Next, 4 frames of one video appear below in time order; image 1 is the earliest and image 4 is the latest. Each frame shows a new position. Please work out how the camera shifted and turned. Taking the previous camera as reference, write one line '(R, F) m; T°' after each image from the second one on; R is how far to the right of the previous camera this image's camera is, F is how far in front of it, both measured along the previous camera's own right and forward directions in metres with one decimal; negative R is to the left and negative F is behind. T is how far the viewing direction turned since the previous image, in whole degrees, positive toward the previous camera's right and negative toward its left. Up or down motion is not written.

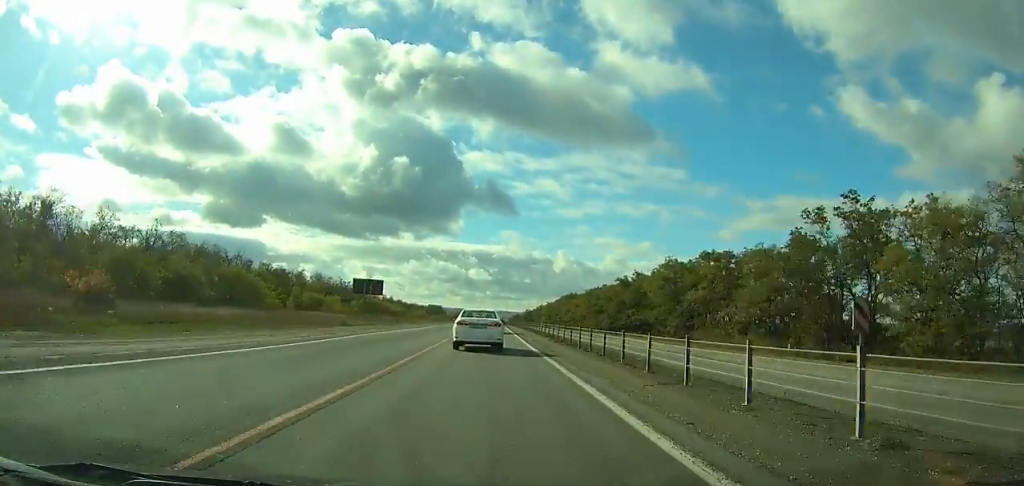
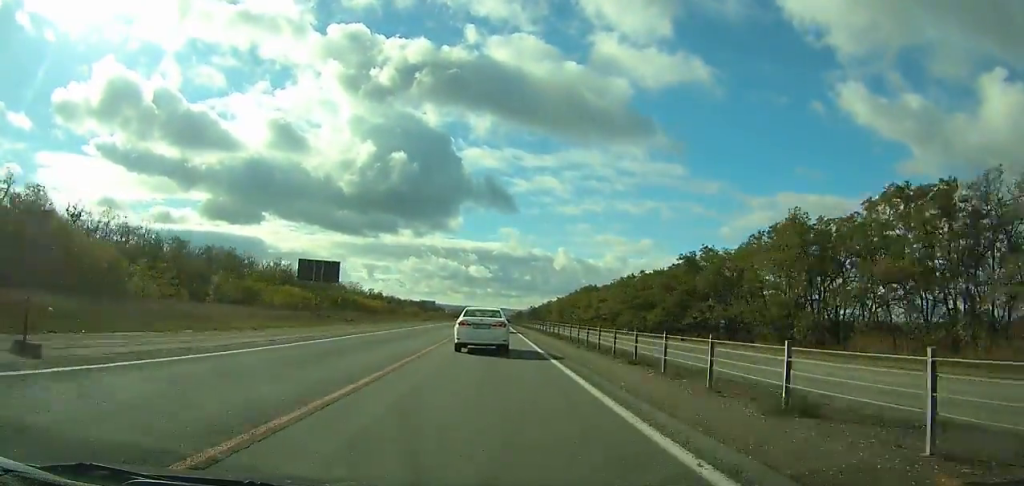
(0.0, +34.4) m; 0°
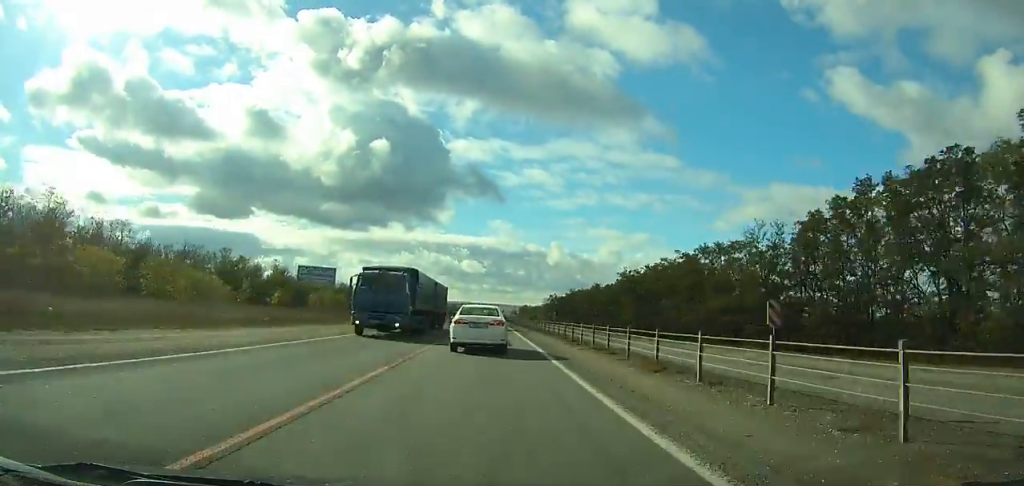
(+0.5, +147.5) m; 0°
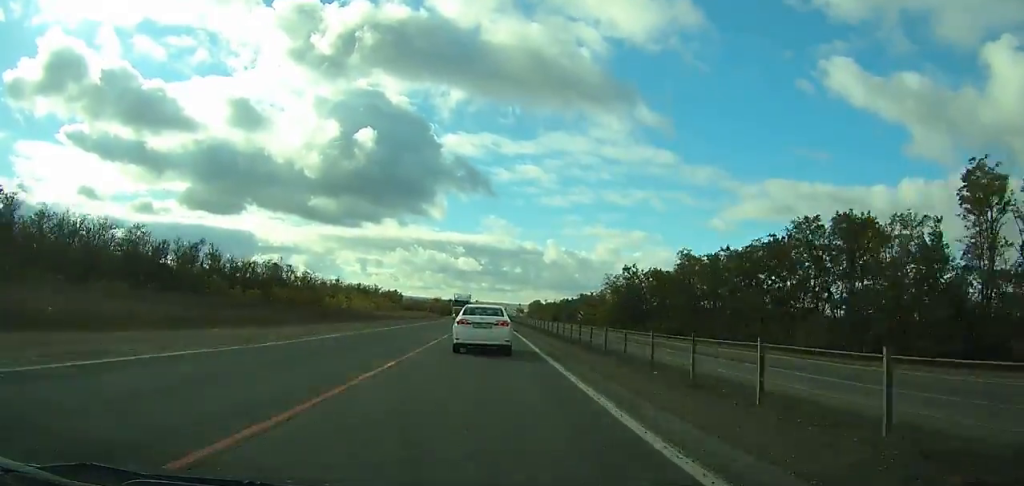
(-0.5, +129.3) m; 0°
